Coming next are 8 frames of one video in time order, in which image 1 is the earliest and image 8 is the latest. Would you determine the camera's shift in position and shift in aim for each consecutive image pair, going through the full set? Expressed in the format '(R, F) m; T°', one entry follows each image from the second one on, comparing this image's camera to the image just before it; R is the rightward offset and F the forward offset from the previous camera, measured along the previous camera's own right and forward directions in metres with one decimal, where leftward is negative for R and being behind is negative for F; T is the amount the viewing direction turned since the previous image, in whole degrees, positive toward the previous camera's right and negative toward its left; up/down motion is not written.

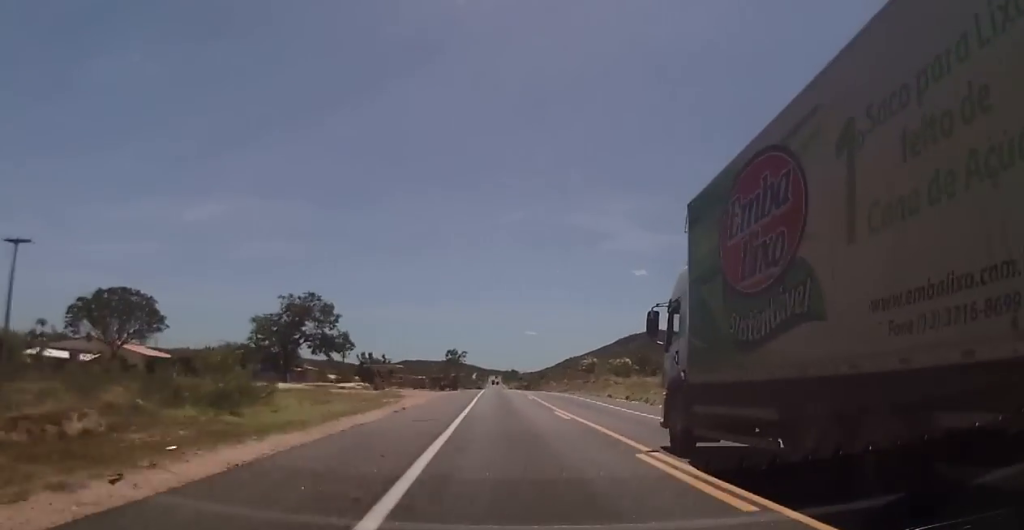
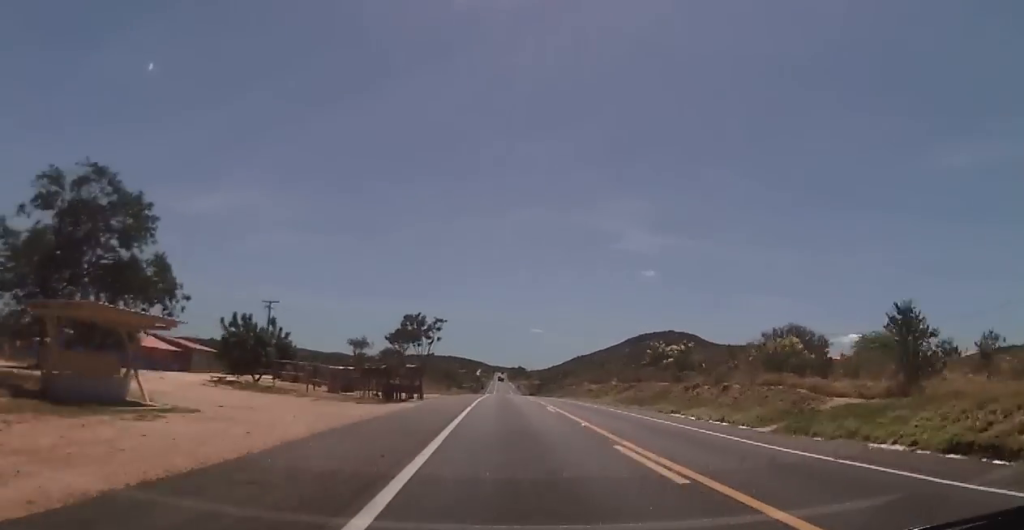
(+0.7, +49.1) m; +1°
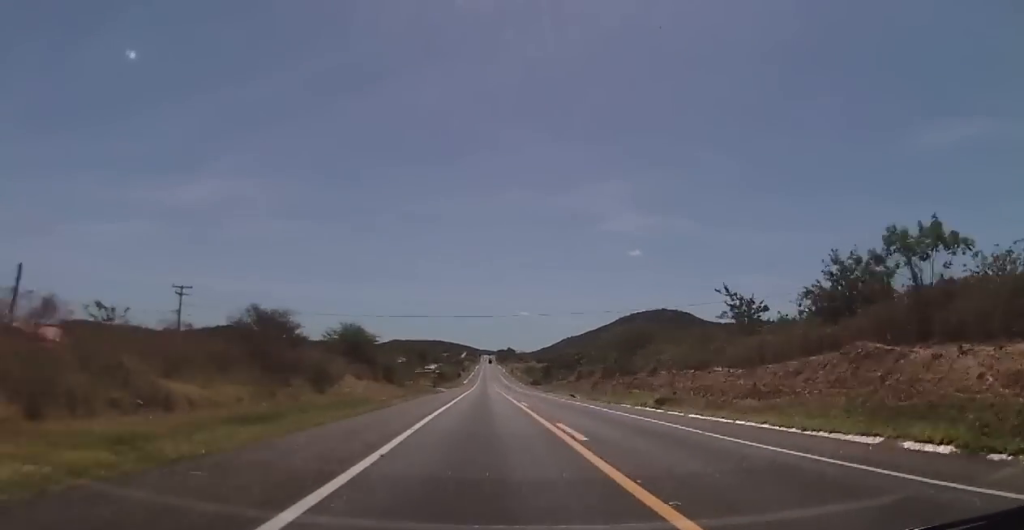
(0.0, +82.8) m; +1°
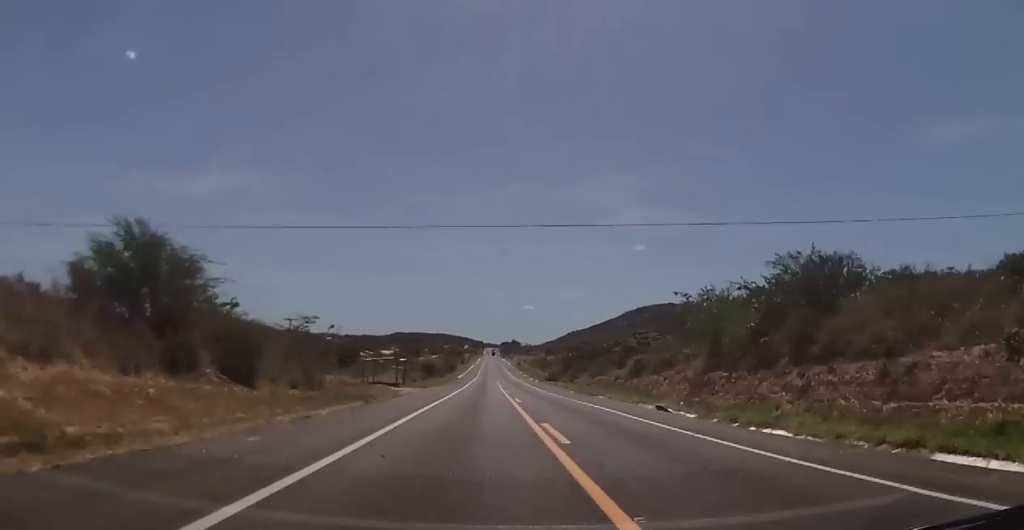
(+0.1, +36.0) m; 0°
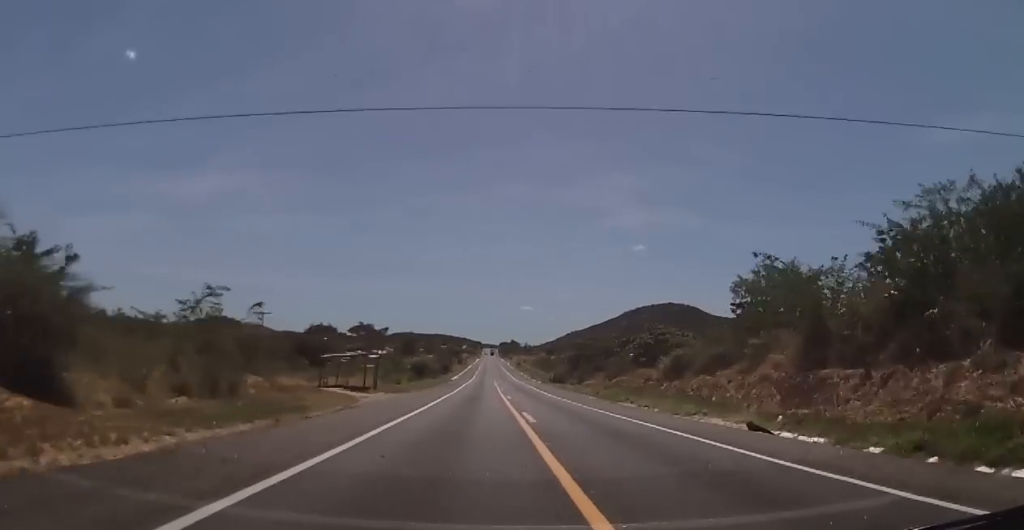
(+0.1, +12.4) m; 0°
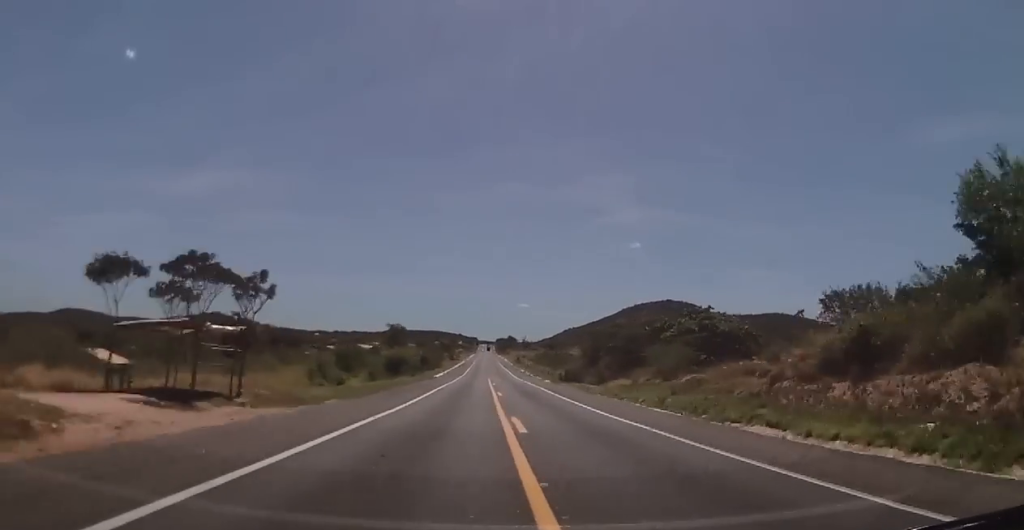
(-0.2, +23.1) m; 0°
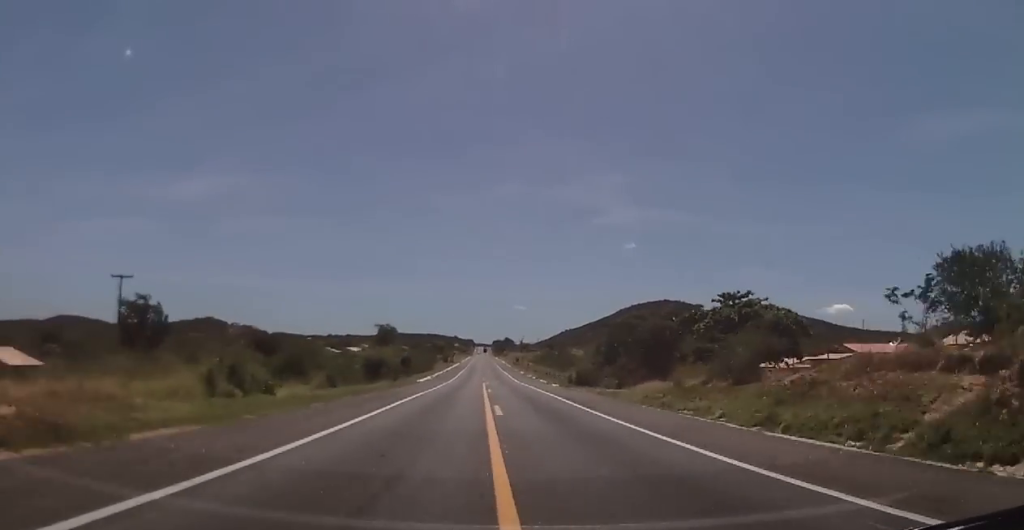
(-0.1, +13.7) m; 0°
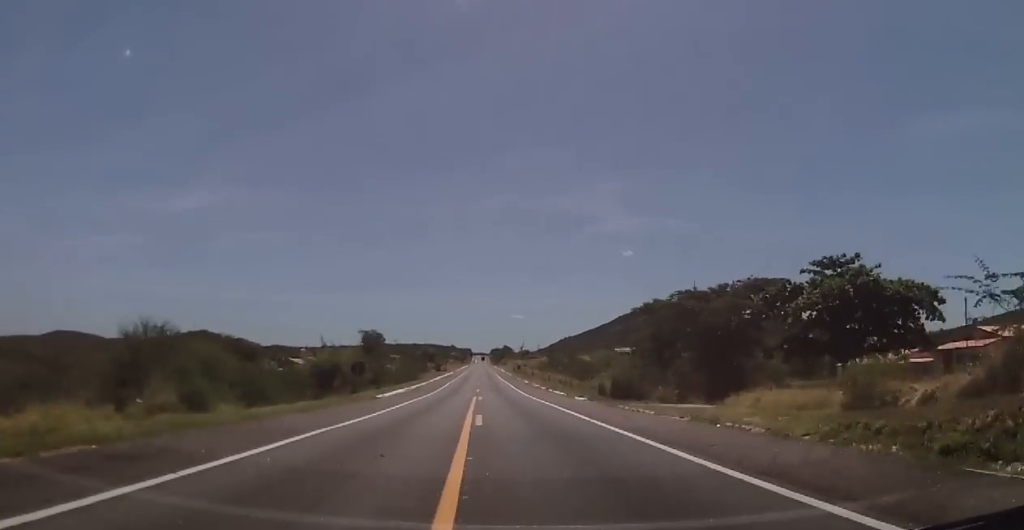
(+0.4, +21.3) m; 0°
